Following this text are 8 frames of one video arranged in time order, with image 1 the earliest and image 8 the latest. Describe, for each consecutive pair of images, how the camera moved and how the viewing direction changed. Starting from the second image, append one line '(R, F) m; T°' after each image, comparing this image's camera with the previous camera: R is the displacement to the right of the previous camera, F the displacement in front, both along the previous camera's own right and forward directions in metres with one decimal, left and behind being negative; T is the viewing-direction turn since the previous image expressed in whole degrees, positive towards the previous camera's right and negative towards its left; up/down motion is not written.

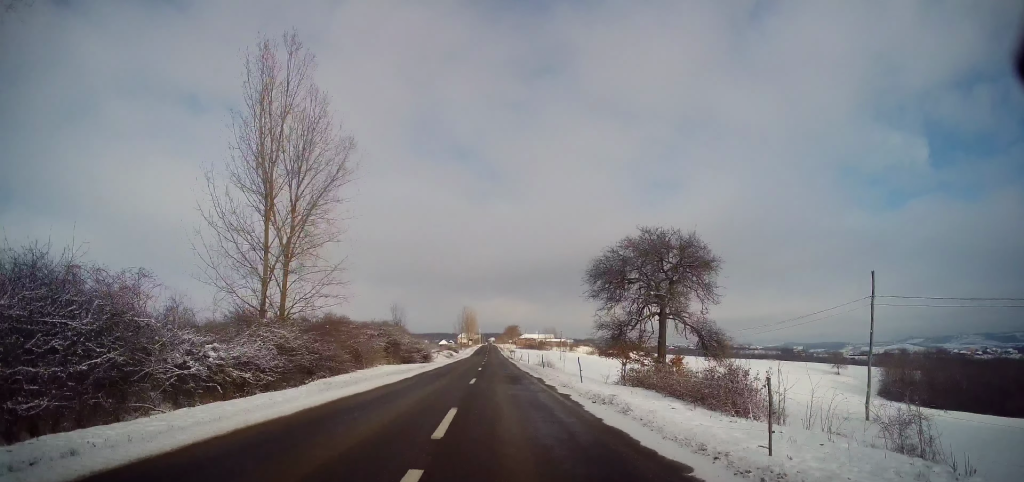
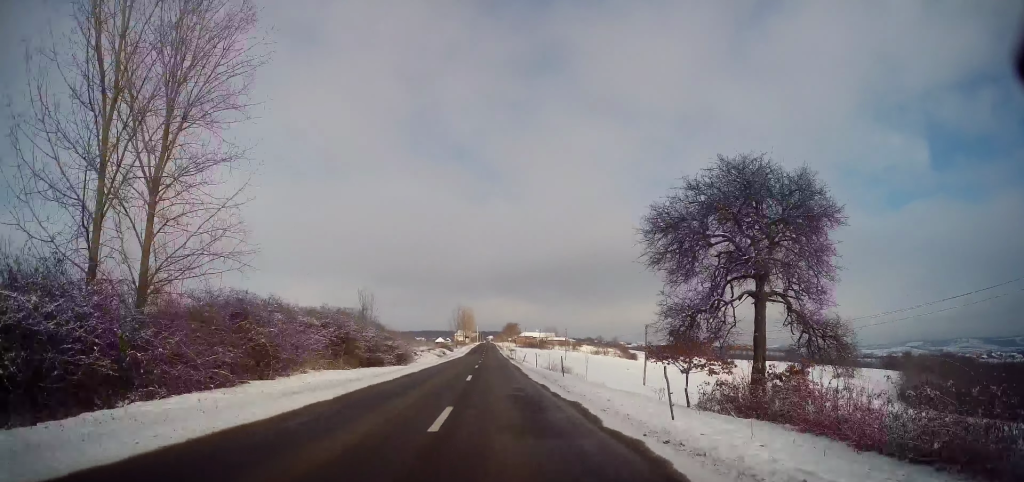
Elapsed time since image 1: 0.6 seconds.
(0.0, +11.2) m; 0°
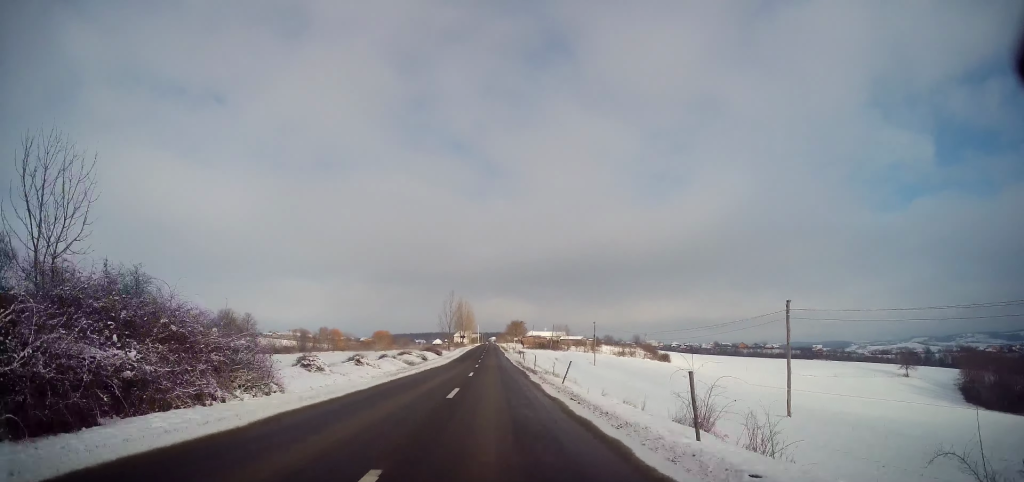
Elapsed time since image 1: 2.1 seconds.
(0.0, +29.3) m; 0°
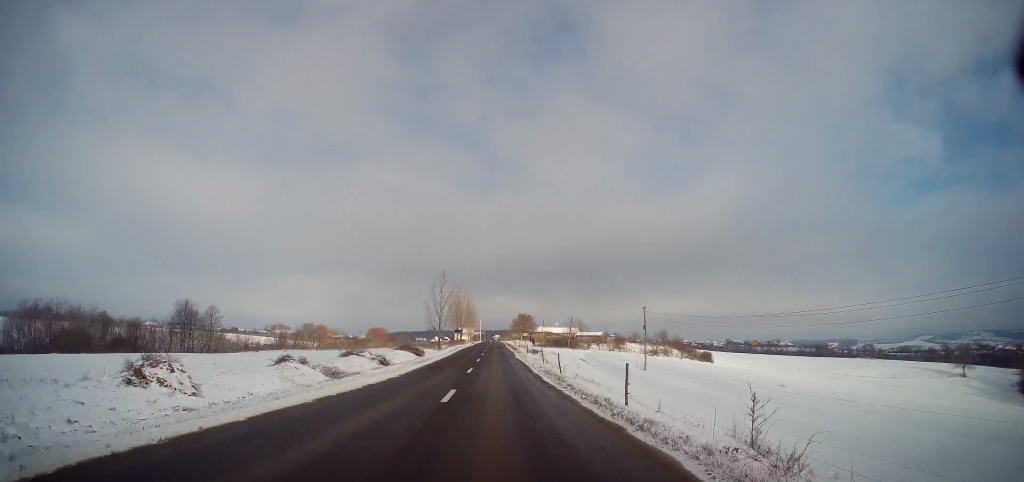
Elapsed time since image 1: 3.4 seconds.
(0.0, +25.5) m; 0°
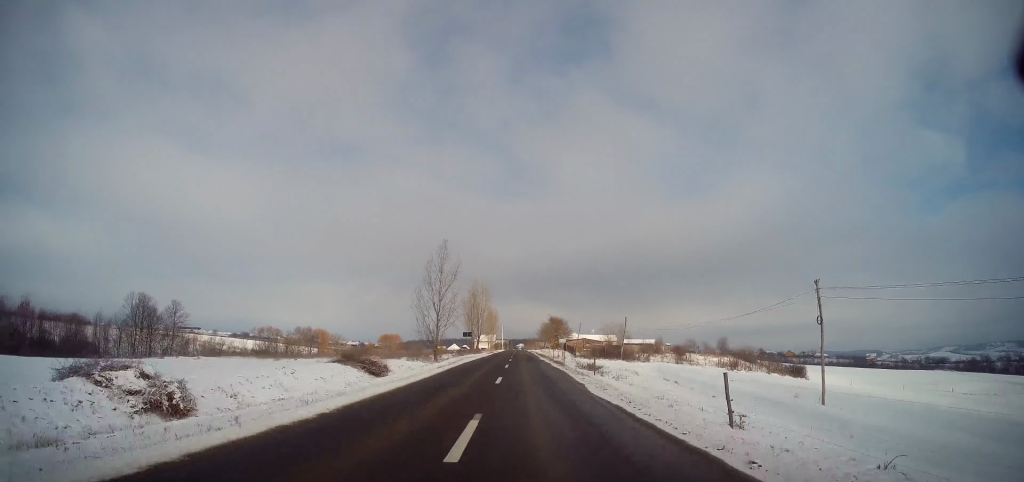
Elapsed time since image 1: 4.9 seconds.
(-0.3, +28.4) m; -2°
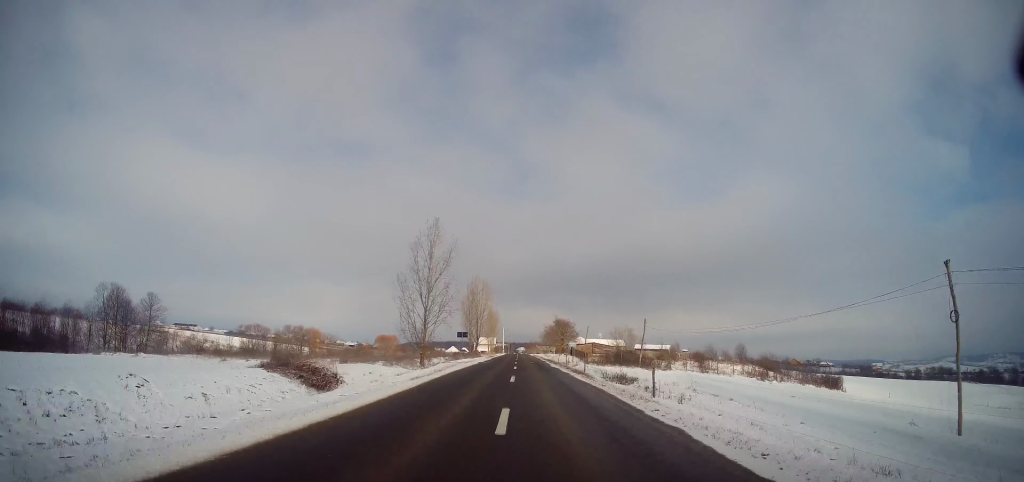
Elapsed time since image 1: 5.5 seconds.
(0.0, +9.8) m; -1°
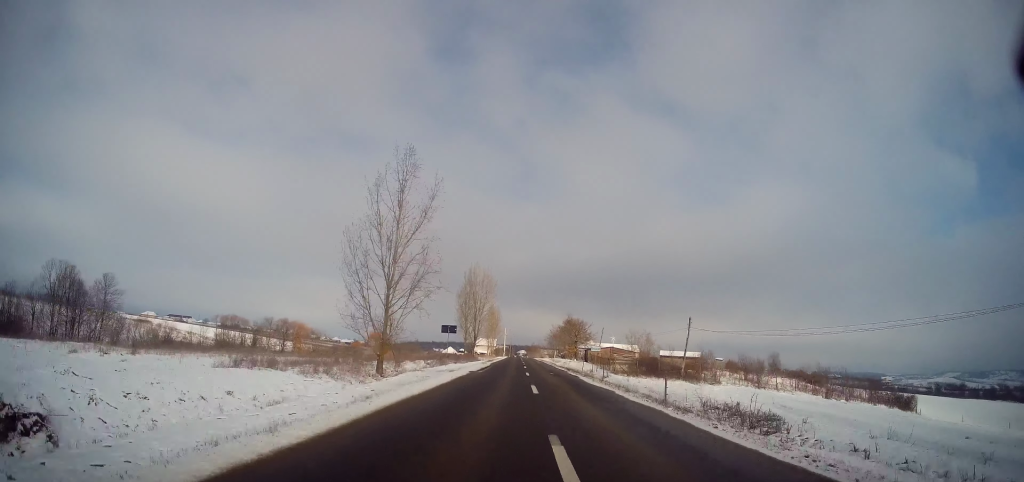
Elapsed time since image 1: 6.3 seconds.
(-0.3, +15.6) m; 0°
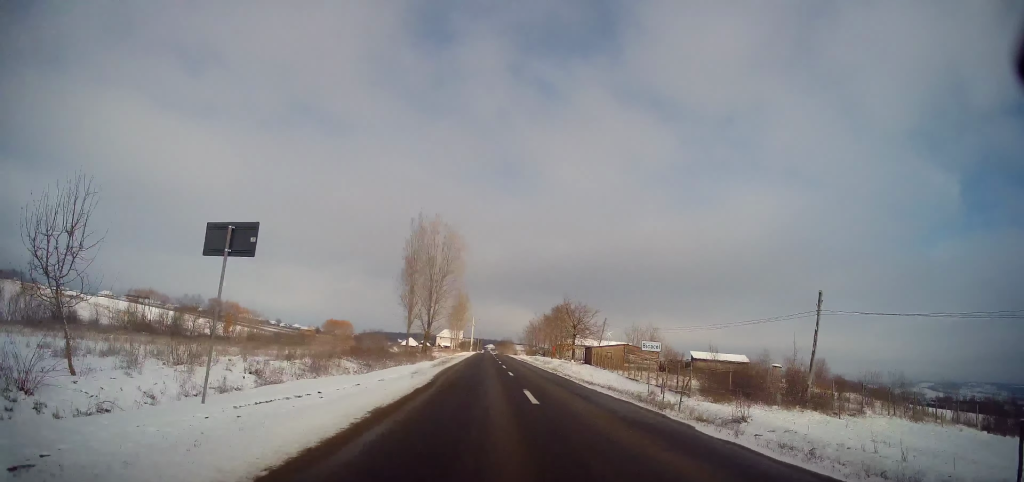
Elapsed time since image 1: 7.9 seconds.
(+0.9, +27.5) m; +3°
